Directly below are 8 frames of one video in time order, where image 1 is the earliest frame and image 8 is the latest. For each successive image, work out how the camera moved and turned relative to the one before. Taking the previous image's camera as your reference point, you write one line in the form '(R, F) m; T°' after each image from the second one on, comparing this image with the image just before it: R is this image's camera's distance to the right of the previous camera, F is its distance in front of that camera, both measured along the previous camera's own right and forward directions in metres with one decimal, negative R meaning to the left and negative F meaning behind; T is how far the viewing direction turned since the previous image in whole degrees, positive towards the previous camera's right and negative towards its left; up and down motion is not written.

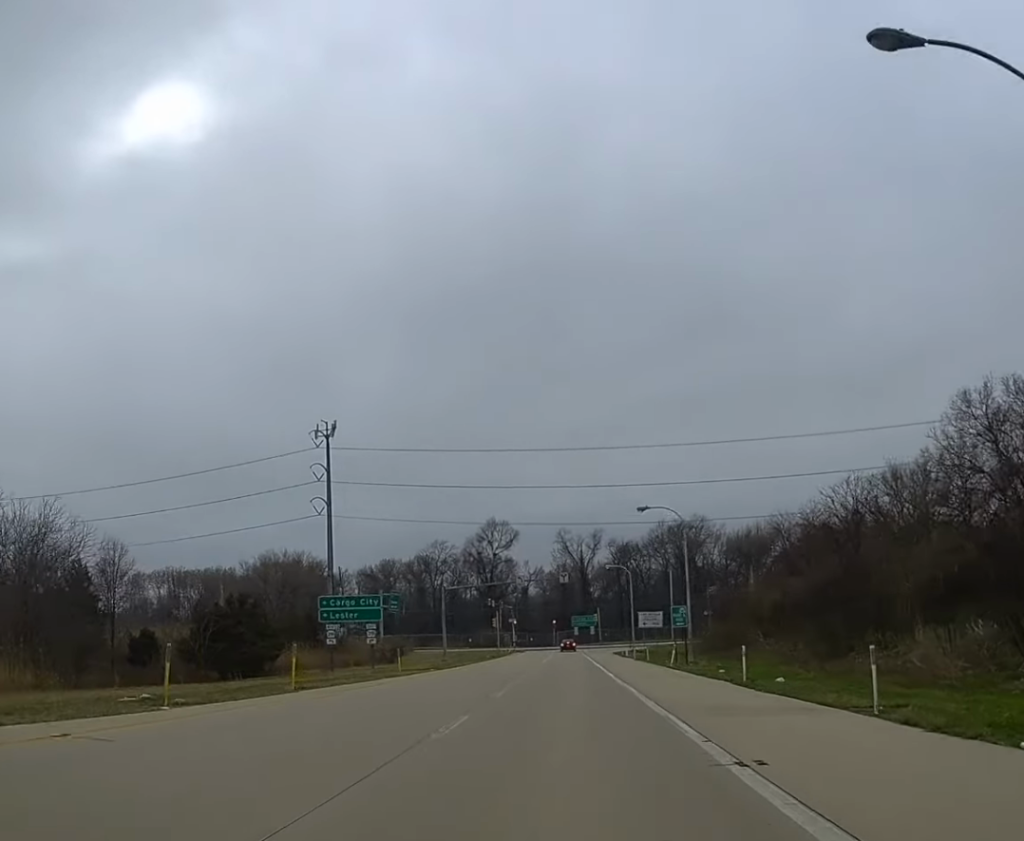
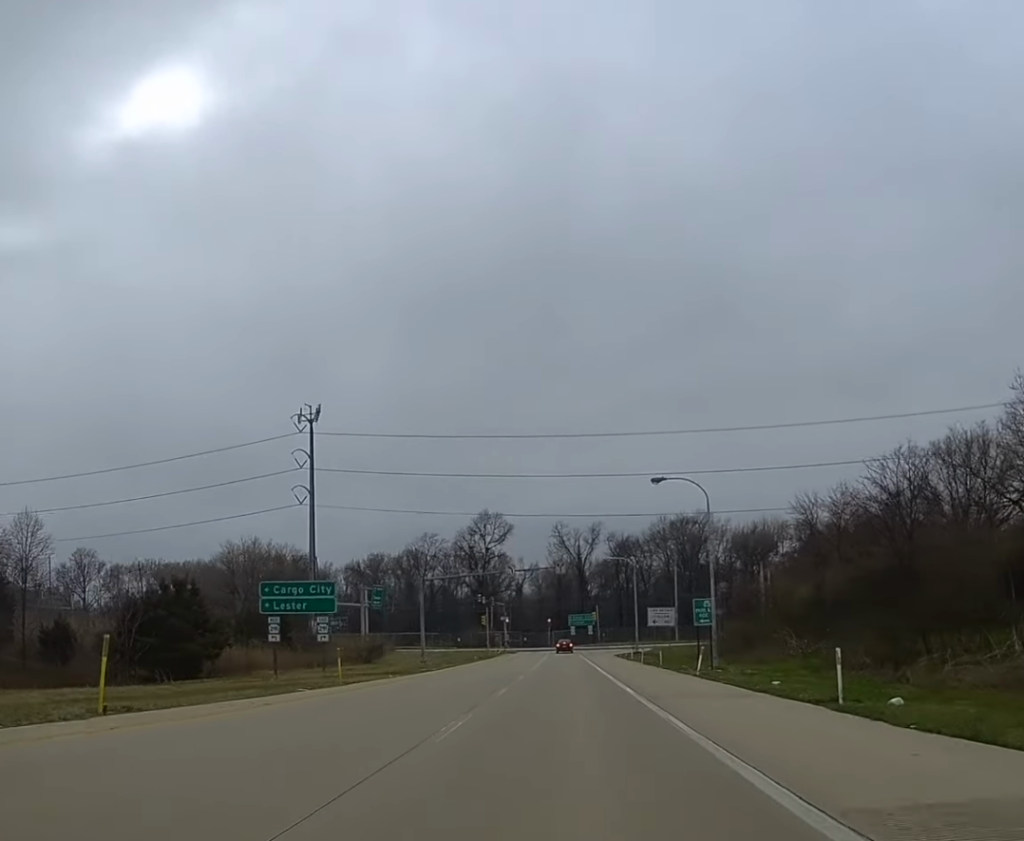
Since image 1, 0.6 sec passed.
(+0.2, +11.9) m; +1°
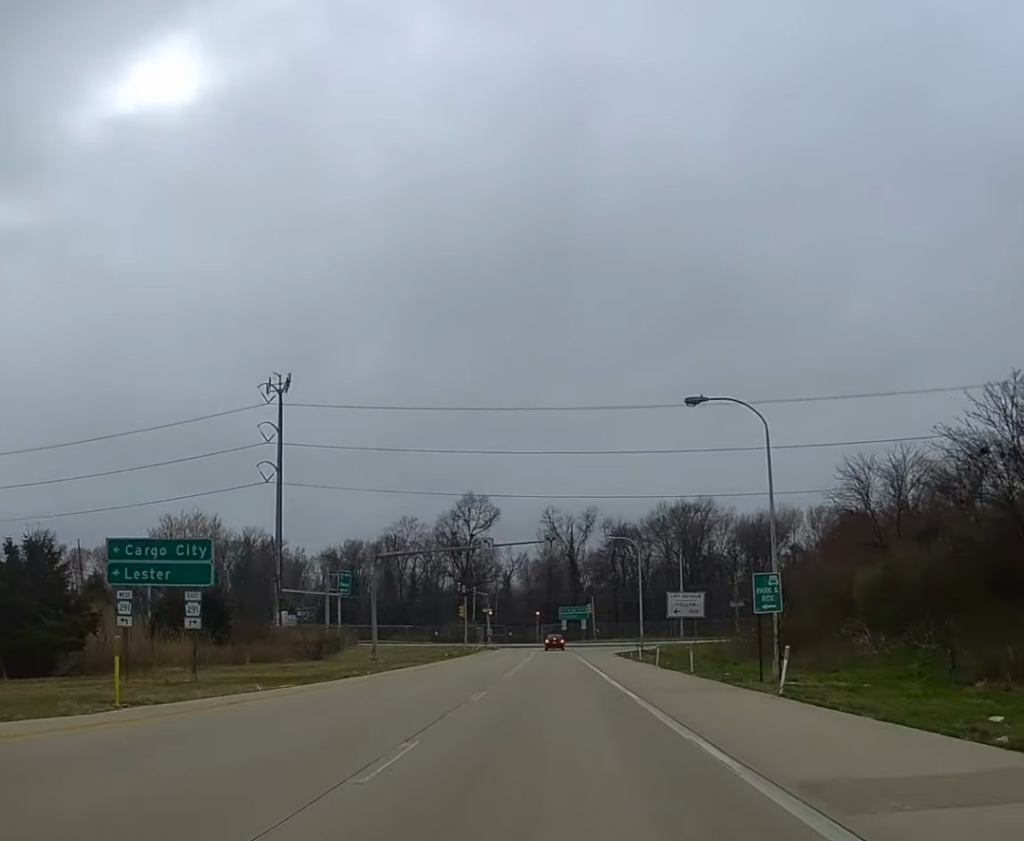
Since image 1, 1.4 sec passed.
(+0.1, +17.3) m; 0°
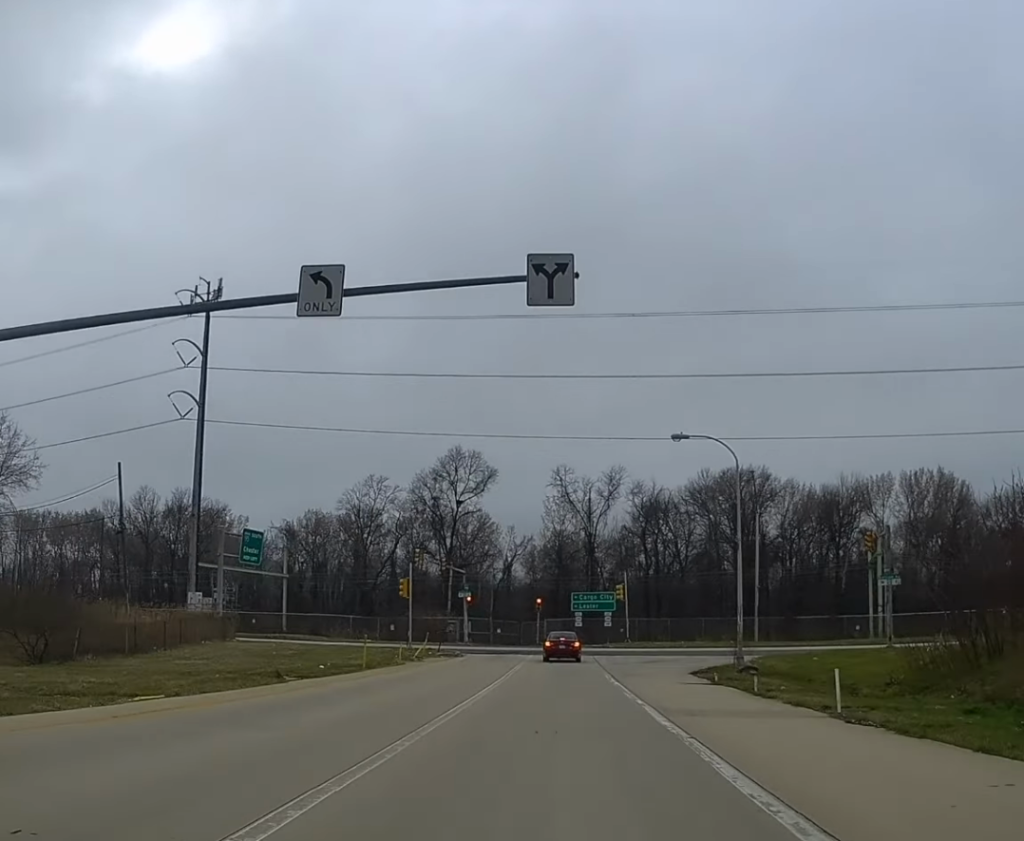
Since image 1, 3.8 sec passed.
(+0.4, +46.2) m; +1°
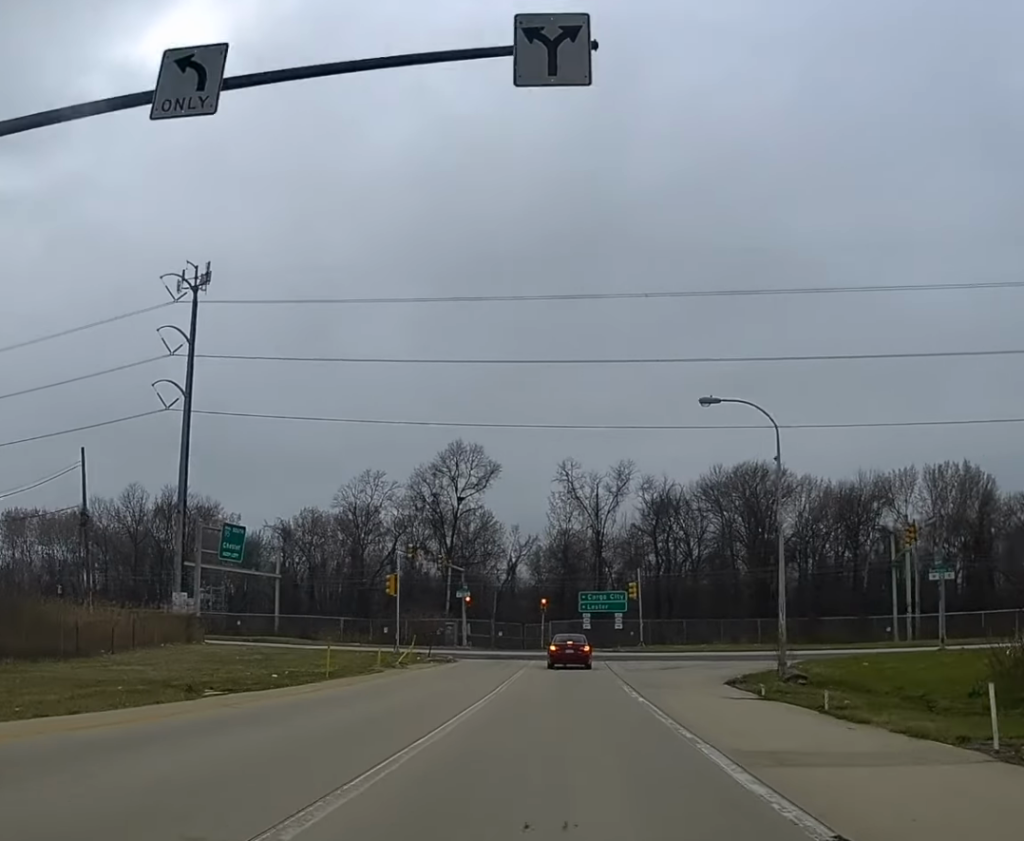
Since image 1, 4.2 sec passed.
(+0.1, +7.8) m; 0°
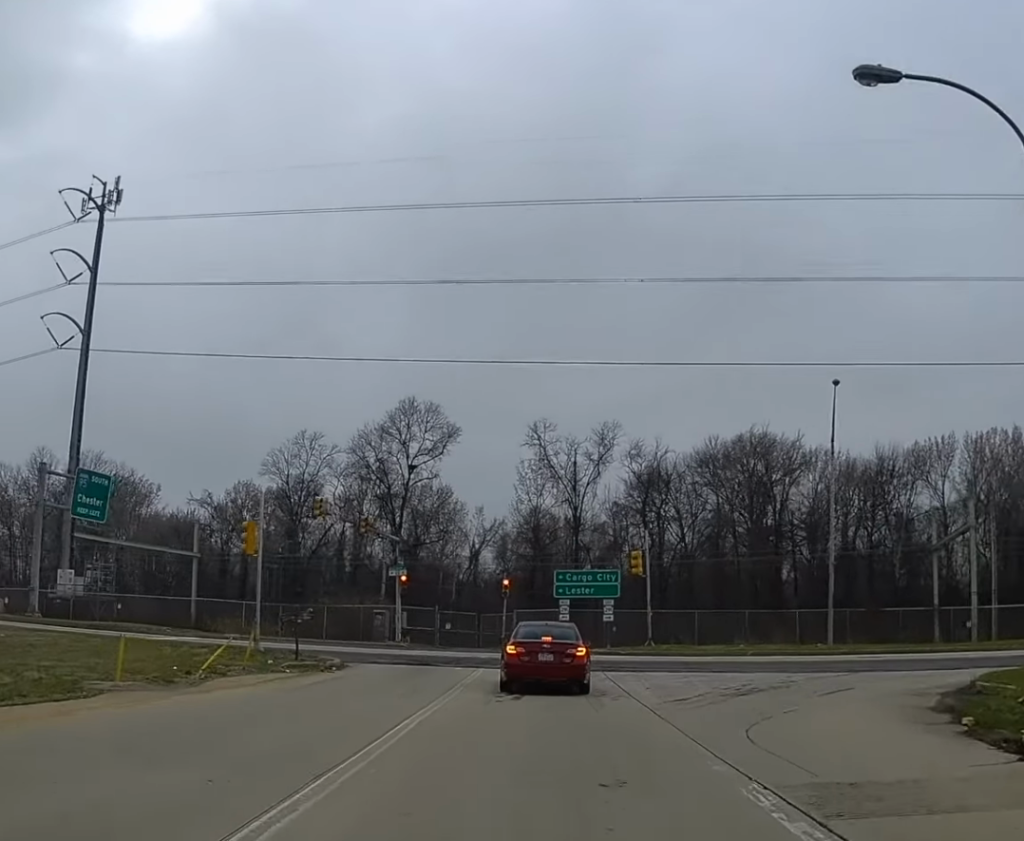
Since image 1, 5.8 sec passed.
(-0.1, +23.5) m; +2°
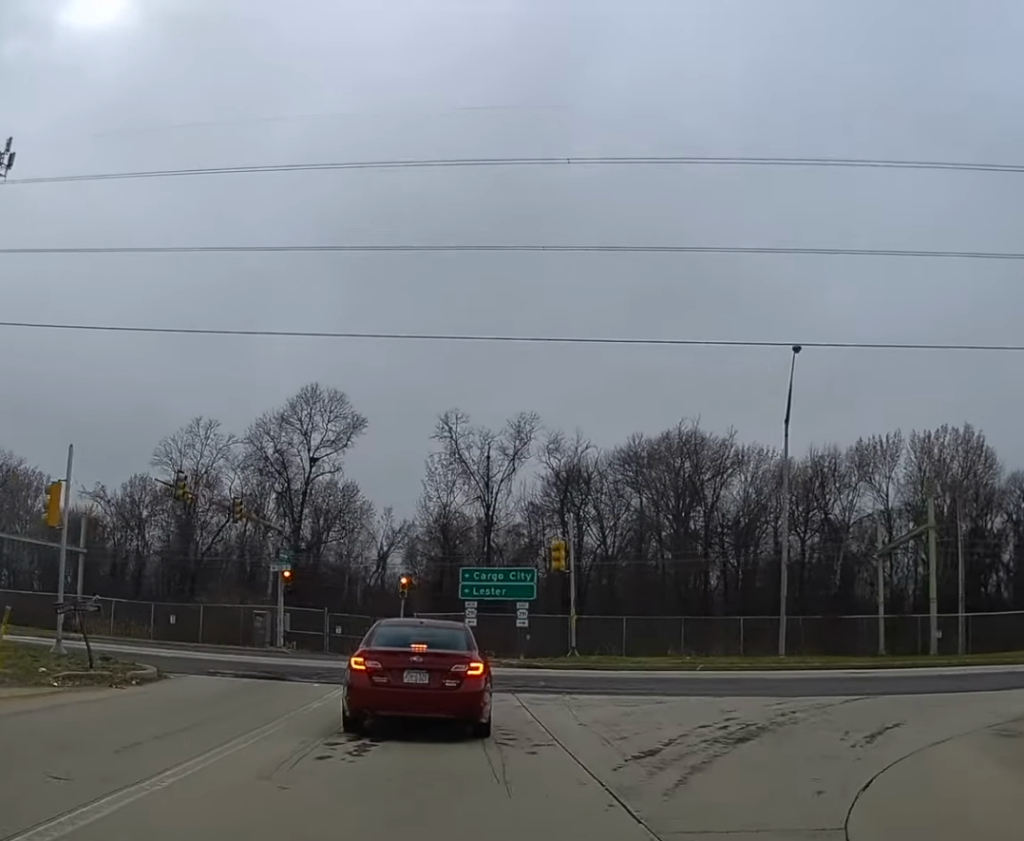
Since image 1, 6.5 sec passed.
(+0.2, +9.5) m; +4°
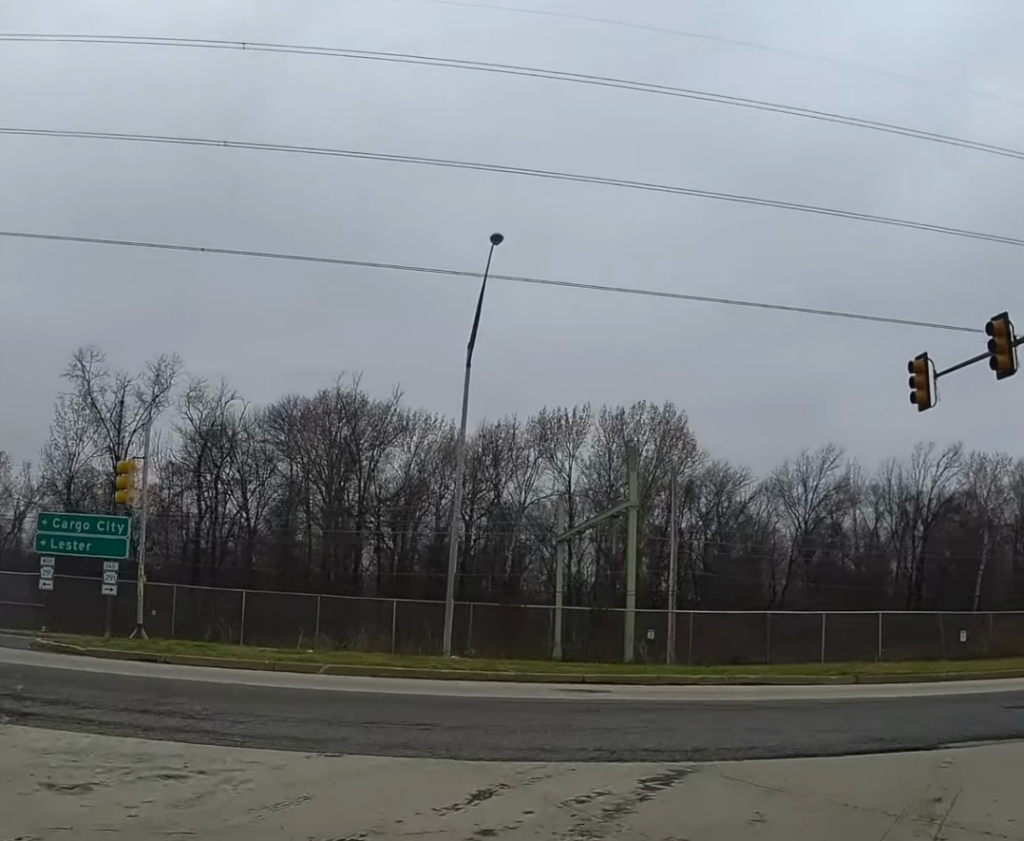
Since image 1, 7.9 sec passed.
(+1.4, +14.6) m; +16°
